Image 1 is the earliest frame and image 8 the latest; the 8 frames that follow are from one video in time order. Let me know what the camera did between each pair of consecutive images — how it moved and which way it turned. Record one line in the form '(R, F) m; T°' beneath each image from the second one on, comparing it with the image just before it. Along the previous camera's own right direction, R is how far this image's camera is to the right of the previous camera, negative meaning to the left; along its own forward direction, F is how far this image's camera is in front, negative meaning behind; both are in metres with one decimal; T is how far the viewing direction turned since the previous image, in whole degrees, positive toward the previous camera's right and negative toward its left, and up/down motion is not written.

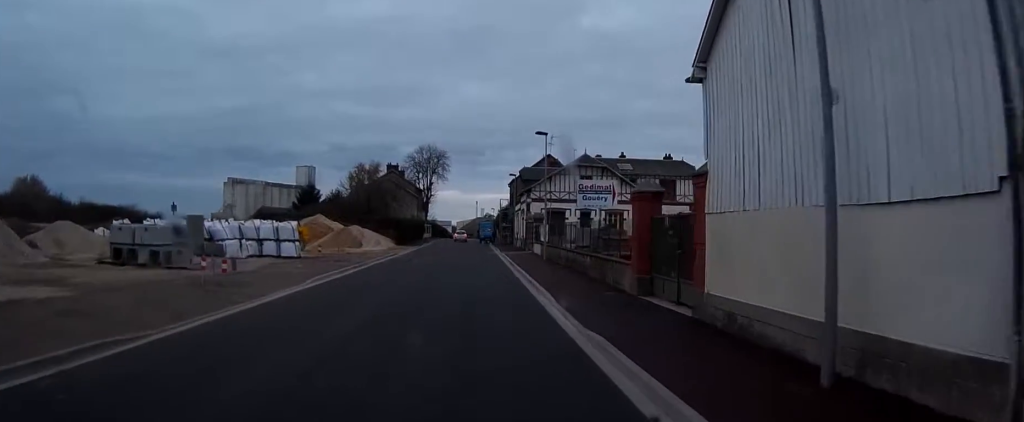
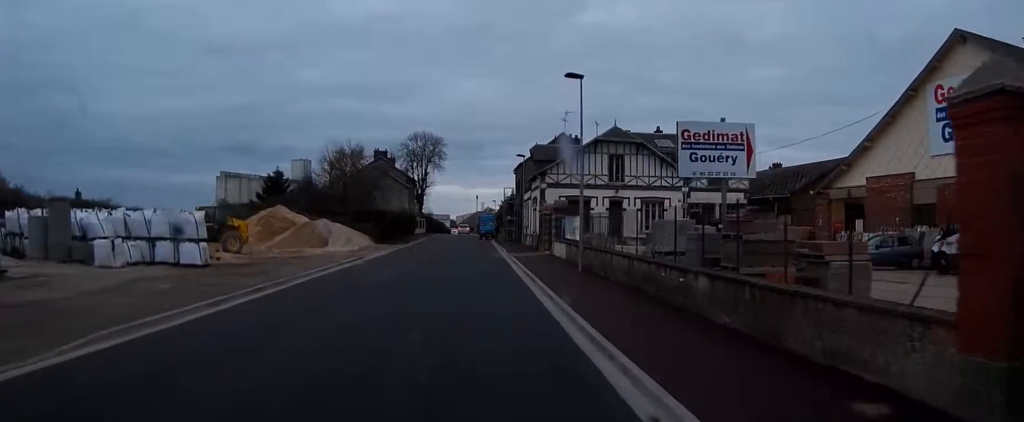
(+0.2, +15.5) m; +1°
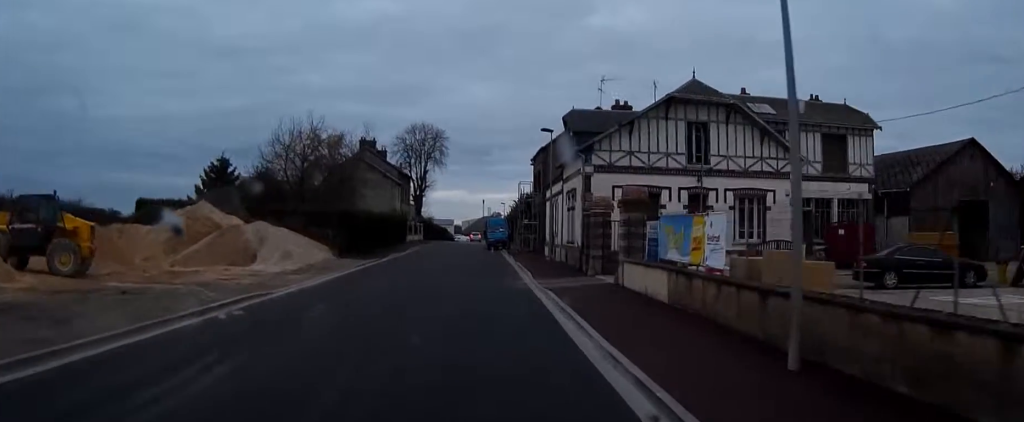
(-0.1, +18.7) m; 0°
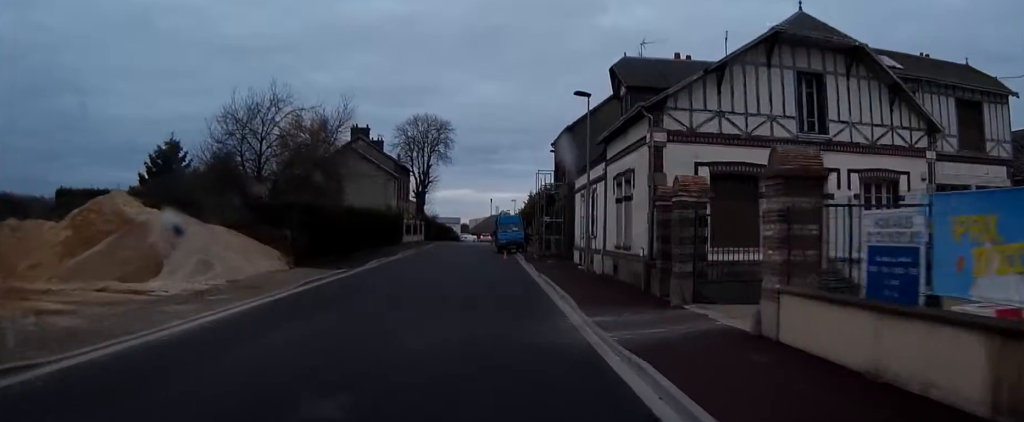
(0.0, +11.7) m; 0°
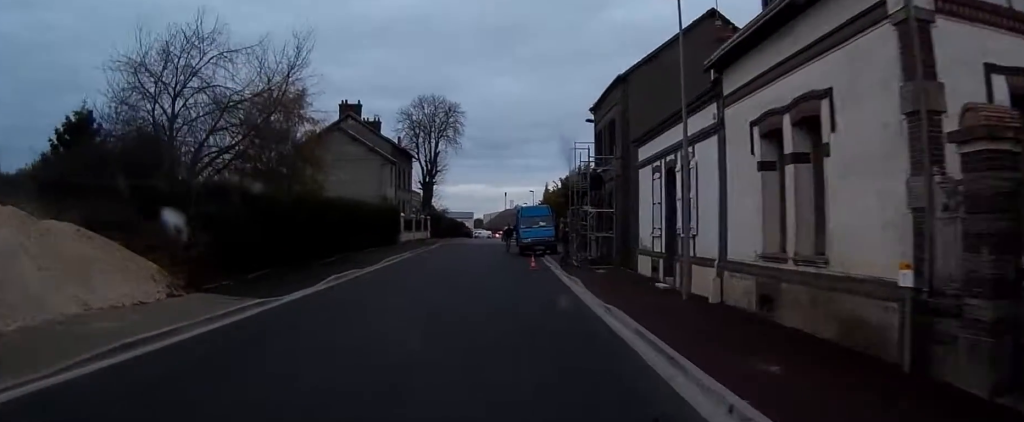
(-0.1, +12.8) m; -1°
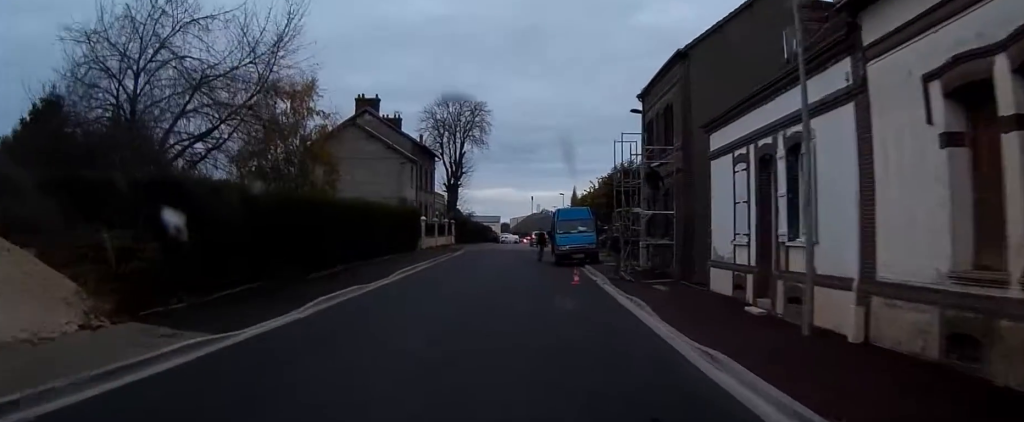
(0.0, +5.5) m; -1°
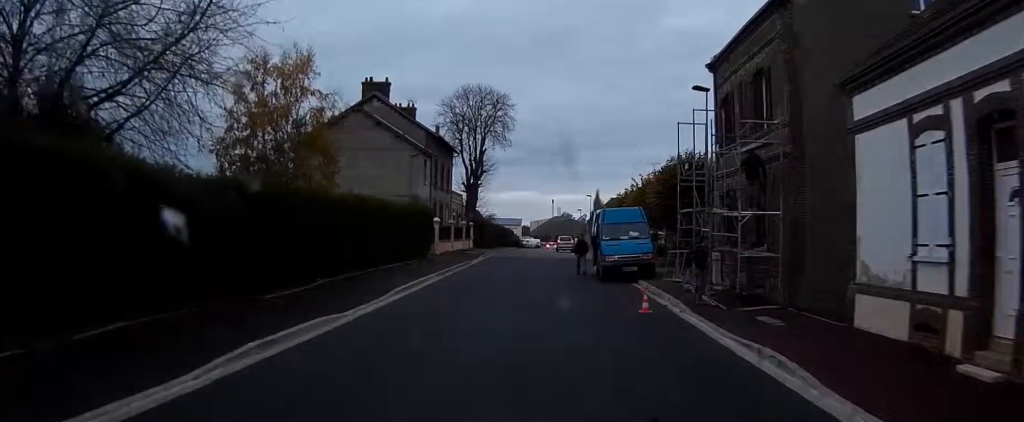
(-0.1, +7.9) m; 0°
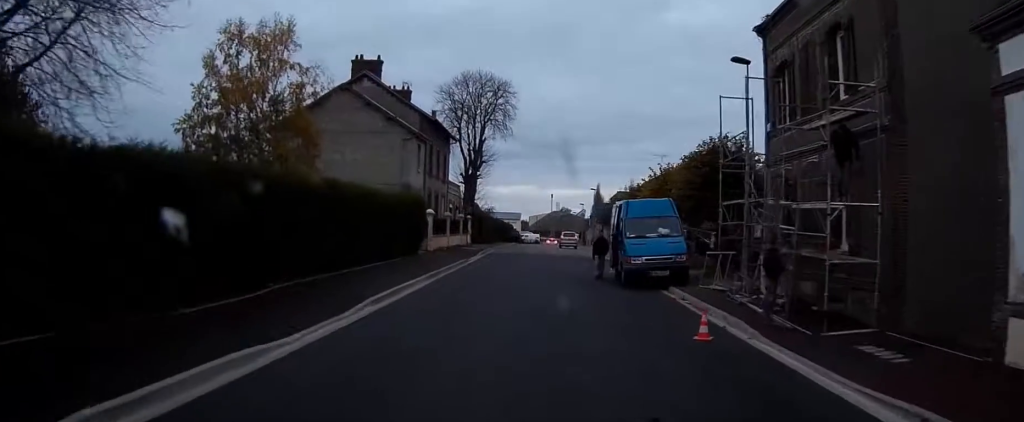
(0.0, +5.1) m; 0°
